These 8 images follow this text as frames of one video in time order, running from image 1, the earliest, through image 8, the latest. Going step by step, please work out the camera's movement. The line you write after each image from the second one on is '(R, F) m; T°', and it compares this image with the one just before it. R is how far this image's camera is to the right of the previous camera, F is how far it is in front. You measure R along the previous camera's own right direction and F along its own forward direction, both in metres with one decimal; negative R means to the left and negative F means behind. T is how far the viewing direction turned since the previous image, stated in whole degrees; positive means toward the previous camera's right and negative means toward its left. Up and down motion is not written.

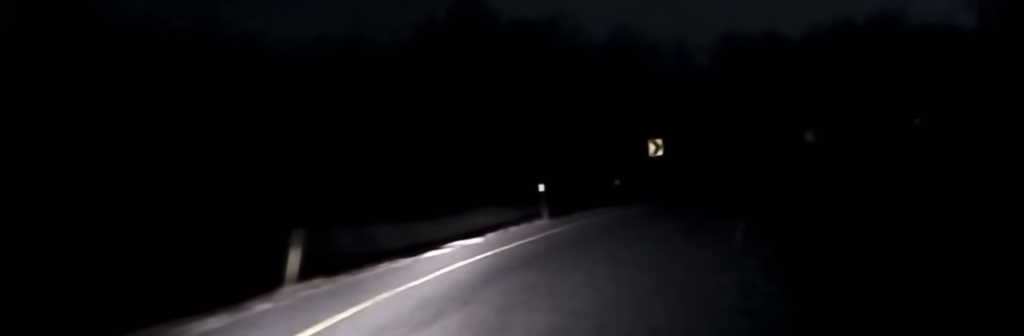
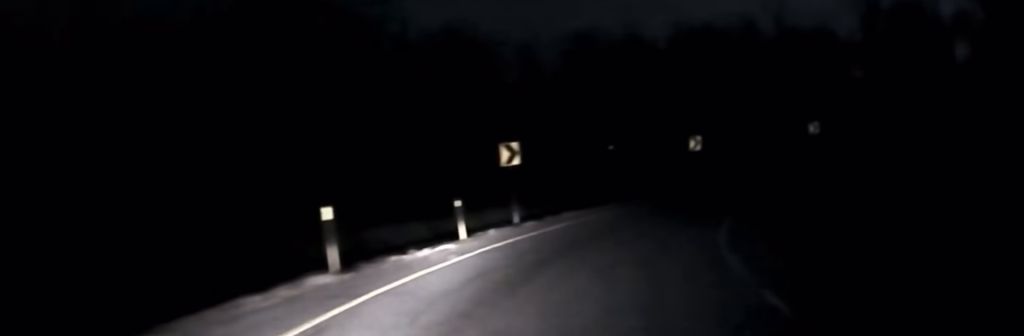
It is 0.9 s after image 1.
(+1.0, +11.8) m; +11°
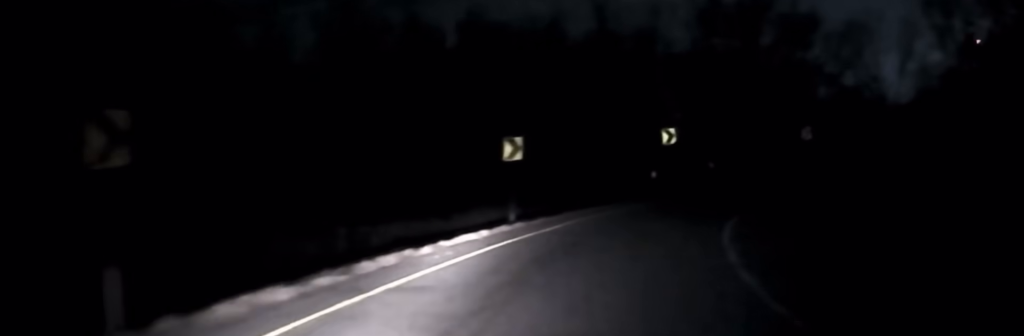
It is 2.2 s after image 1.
(+3.0, +19.8) m; +16°
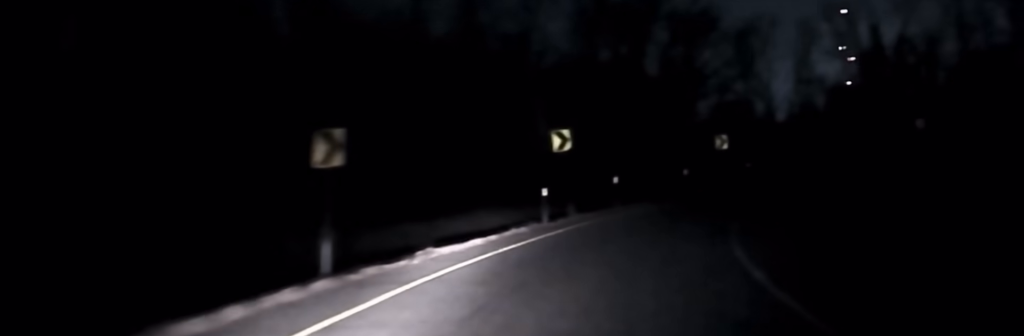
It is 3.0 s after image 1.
(+1.0, +13.8) m; +9°
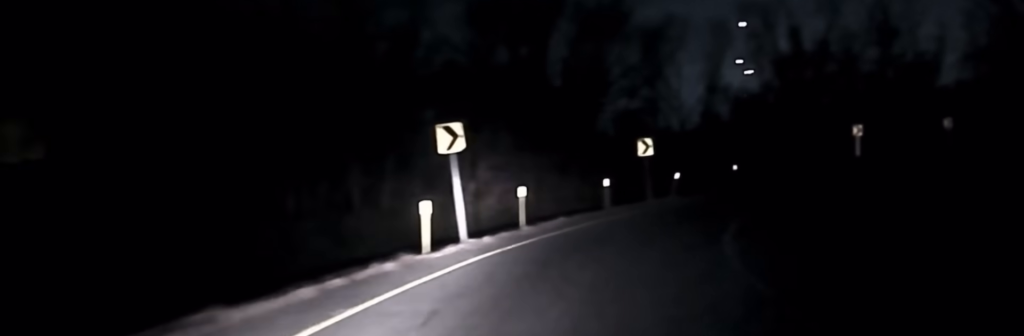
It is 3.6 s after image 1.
(+0.2, +9.8) m; +8°
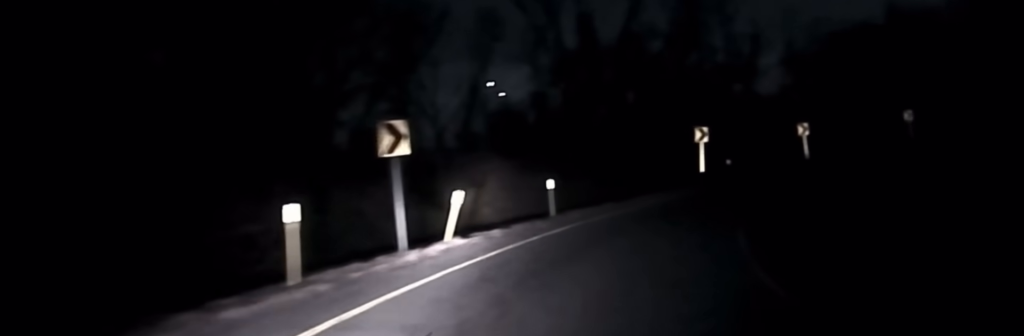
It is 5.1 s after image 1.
(+4.8, +20.9) m; +22°
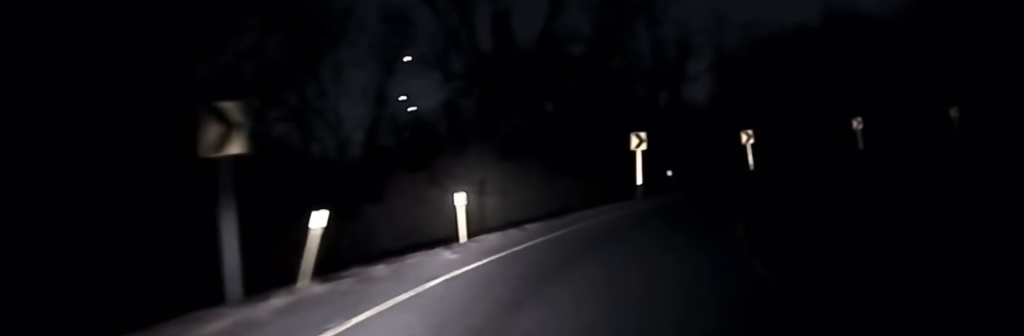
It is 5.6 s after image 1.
(+0.4, +6.9) m; +5°
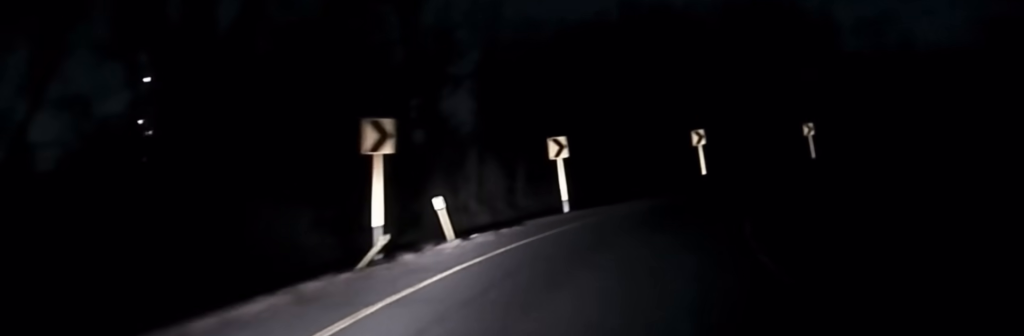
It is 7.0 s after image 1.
(+1.4, +18.4) m; +10°
